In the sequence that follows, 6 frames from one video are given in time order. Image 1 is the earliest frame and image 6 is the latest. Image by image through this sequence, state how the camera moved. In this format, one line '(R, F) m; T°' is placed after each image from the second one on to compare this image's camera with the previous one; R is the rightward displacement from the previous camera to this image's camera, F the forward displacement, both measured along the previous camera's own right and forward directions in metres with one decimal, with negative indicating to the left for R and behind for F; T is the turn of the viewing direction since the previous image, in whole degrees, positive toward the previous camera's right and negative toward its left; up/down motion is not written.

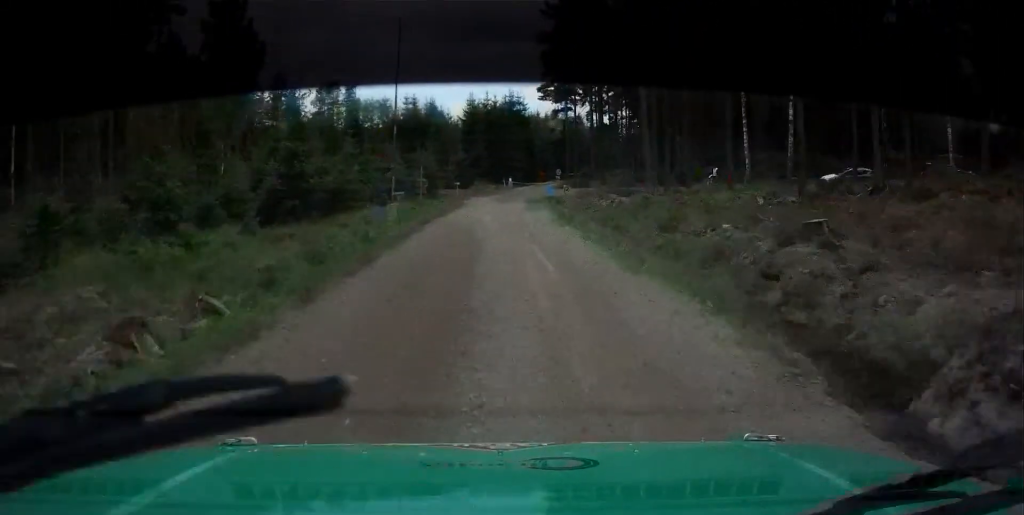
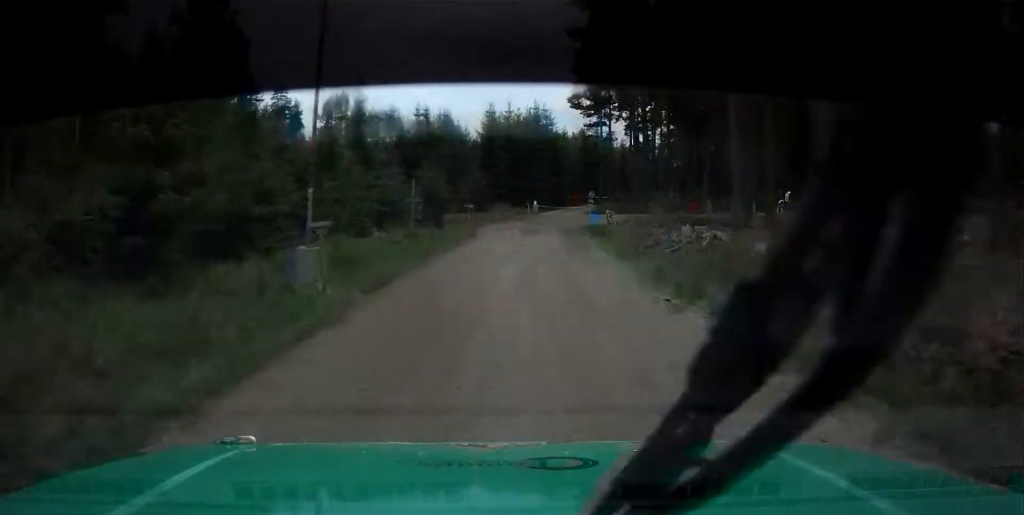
(-0.2, +12.3) m; 0°
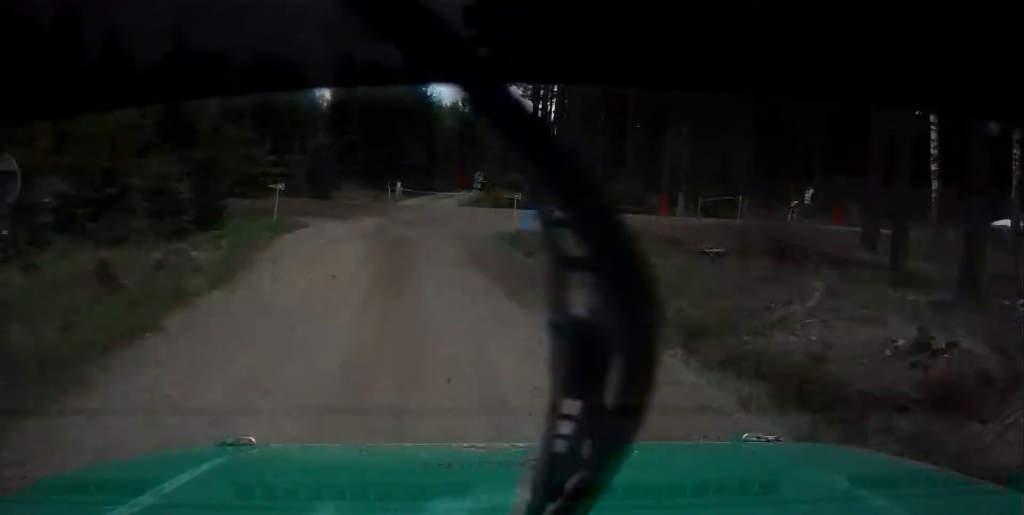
(-0.1, +20.4) m; -1°
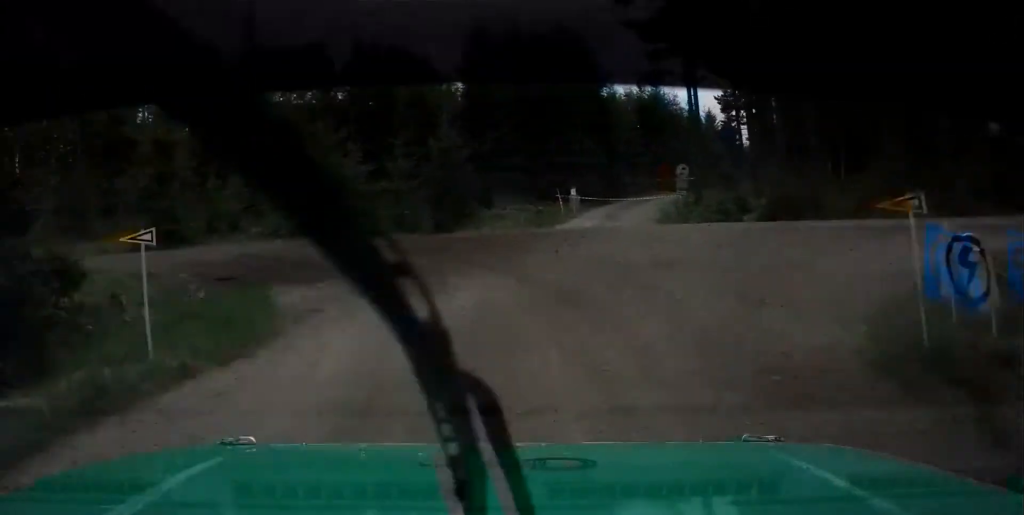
(-0.2, +16.0) m; -10°
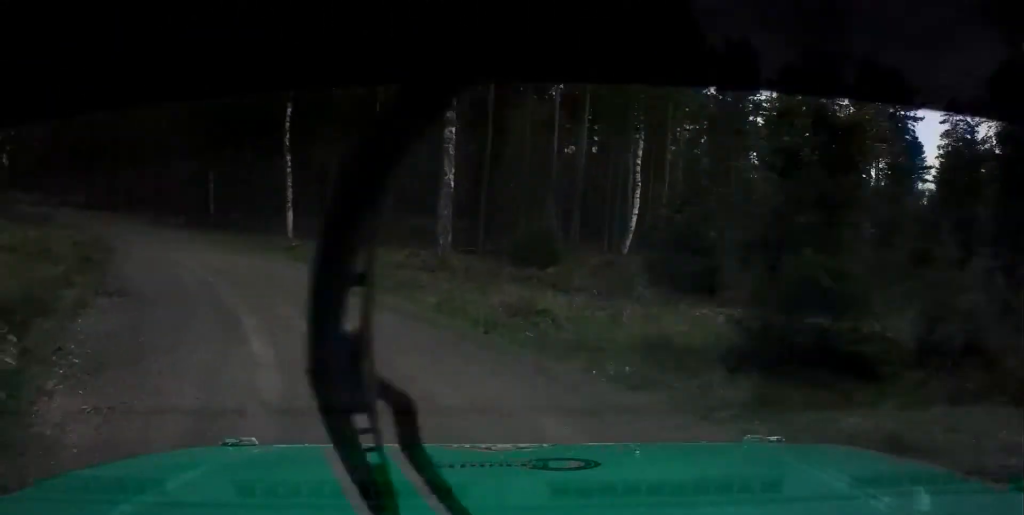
(-6.8, +18.4) m; -47°
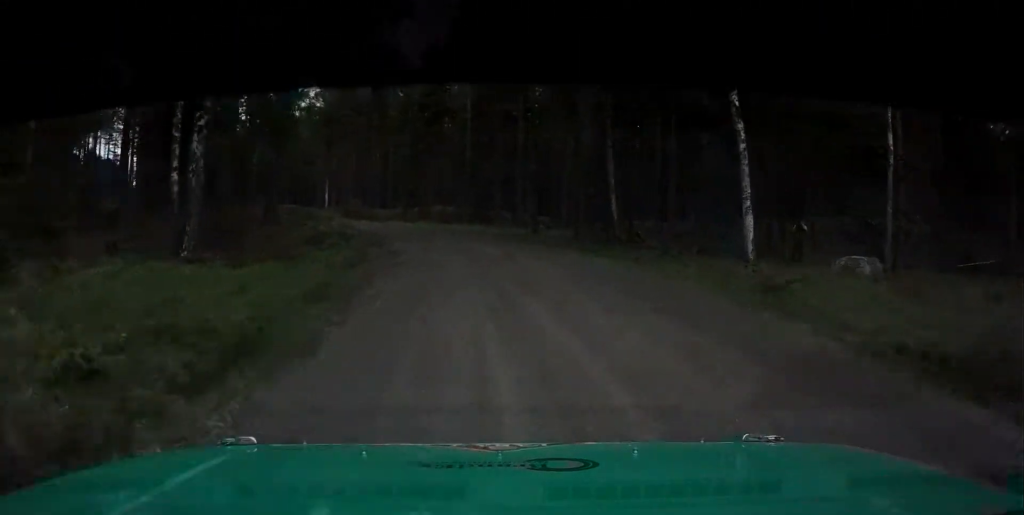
(-5.1, +15.4) m; -28°
